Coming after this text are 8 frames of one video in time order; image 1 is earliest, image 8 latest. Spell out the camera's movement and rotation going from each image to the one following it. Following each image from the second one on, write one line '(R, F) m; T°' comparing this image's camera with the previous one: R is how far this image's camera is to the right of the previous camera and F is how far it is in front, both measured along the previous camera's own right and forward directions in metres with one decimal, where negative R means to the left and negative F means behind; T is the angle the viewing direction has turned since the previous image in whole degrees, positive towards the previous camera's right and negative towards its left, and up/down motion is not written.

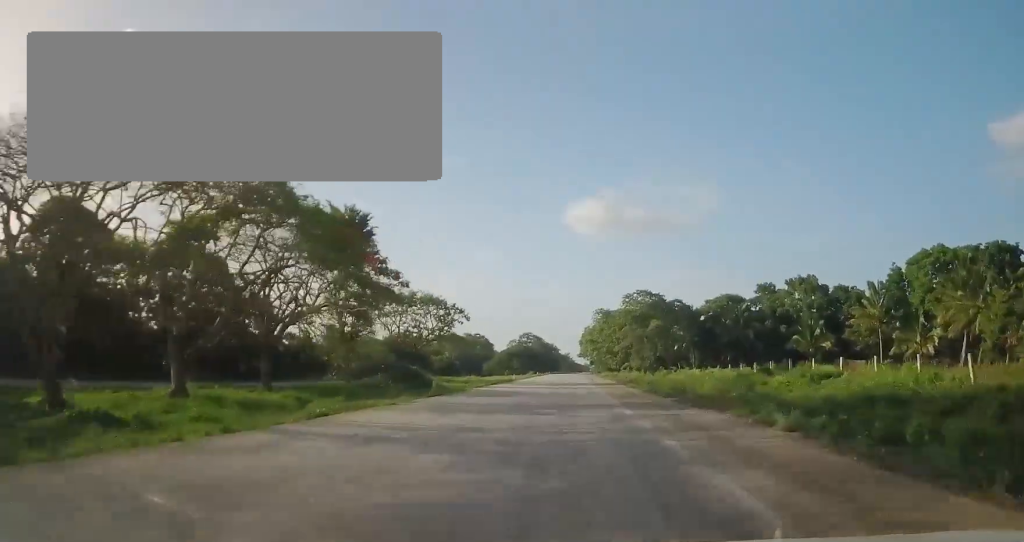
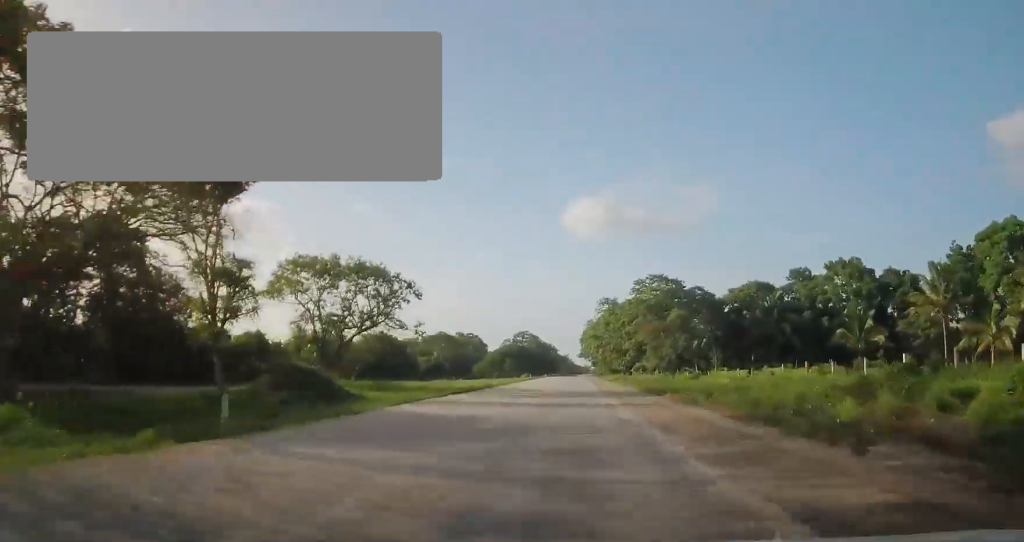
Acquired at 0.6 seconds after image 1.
(0.0, +18.6) m; 0°
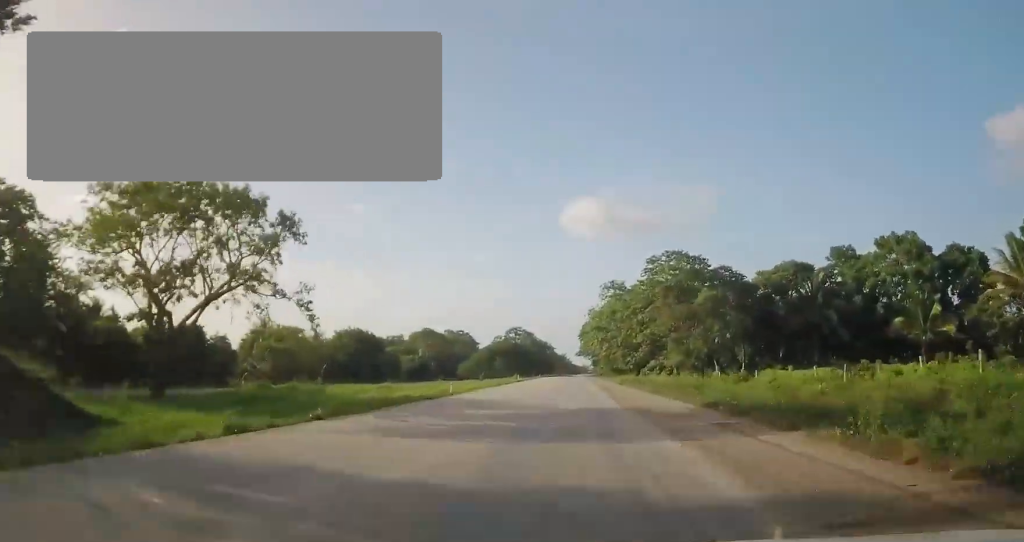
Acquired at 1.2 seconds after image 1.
(0.0, +17.6) m; 0°
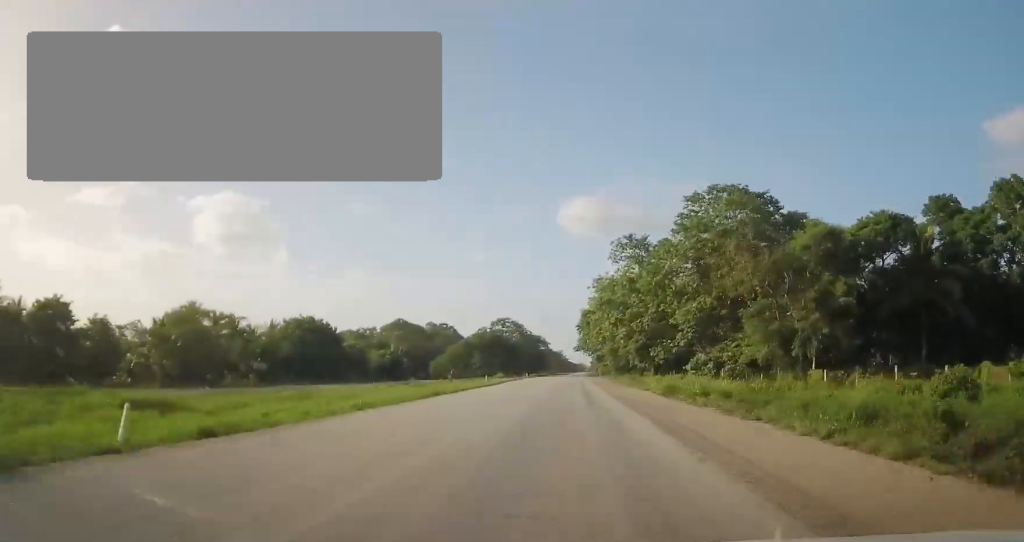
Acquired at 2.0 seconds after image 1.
(-0.1, +26.1) m; 0°
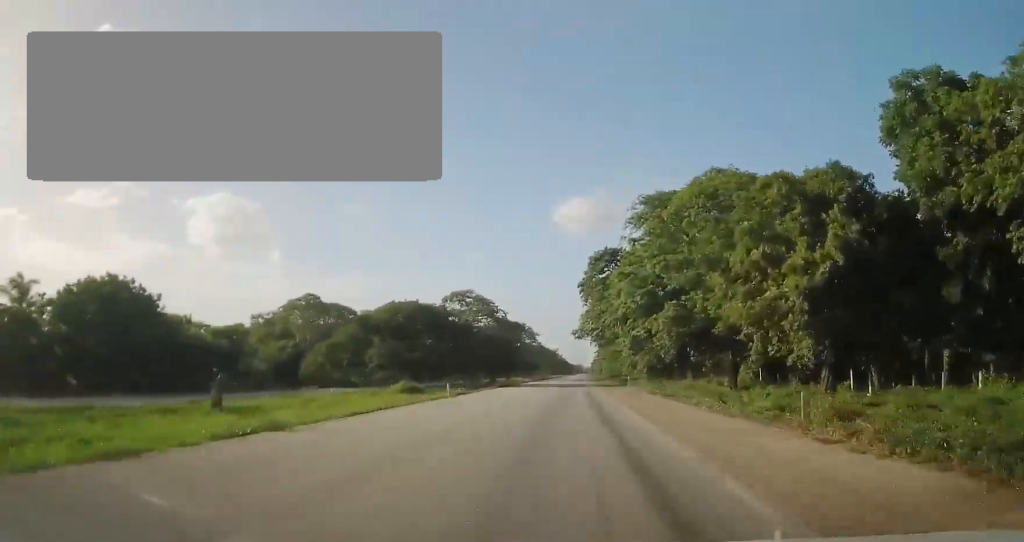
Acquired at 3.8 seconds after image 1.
(+0.8, +56.2) m; +2°
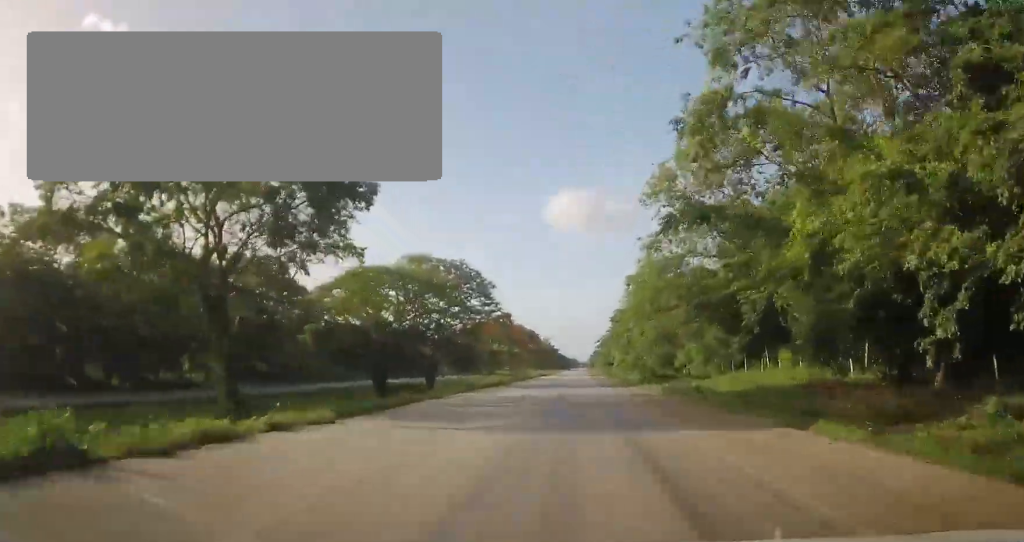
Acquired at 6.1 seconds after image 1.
(-0.5, +72.3) m; 0°
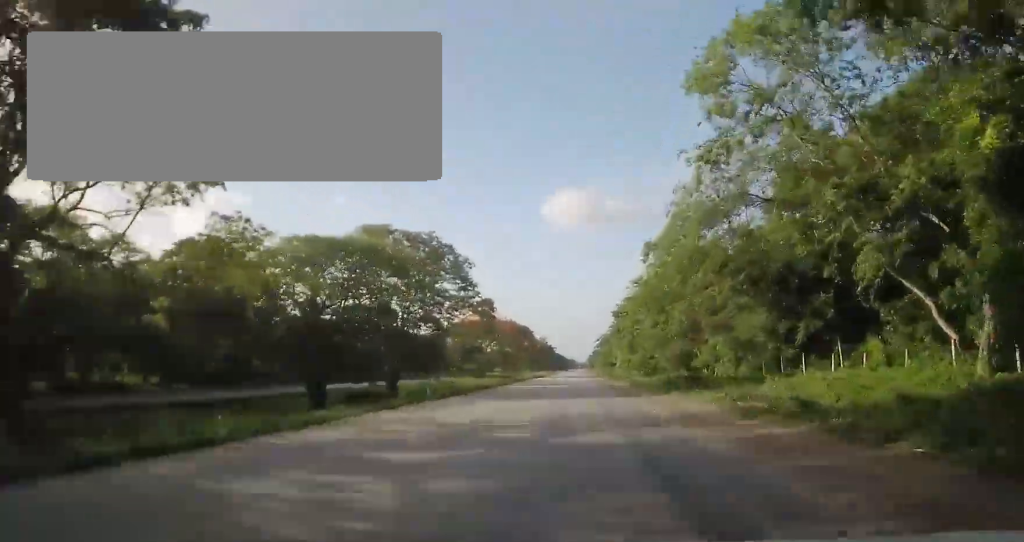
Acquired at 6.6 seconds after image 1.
(+0.2, +13.3) m; 0°
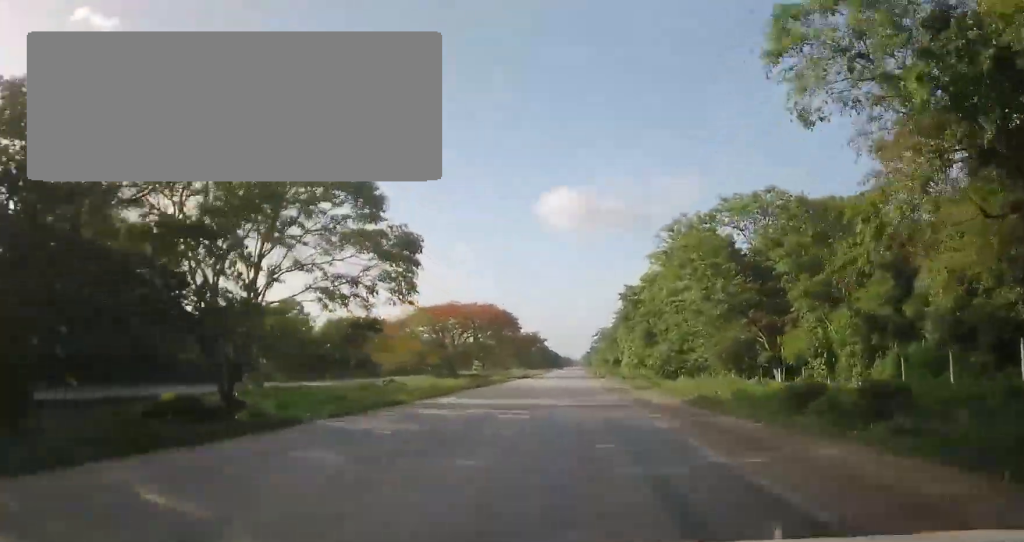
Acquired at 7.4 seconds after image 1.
(+0.2, +24.5) m; 0°
